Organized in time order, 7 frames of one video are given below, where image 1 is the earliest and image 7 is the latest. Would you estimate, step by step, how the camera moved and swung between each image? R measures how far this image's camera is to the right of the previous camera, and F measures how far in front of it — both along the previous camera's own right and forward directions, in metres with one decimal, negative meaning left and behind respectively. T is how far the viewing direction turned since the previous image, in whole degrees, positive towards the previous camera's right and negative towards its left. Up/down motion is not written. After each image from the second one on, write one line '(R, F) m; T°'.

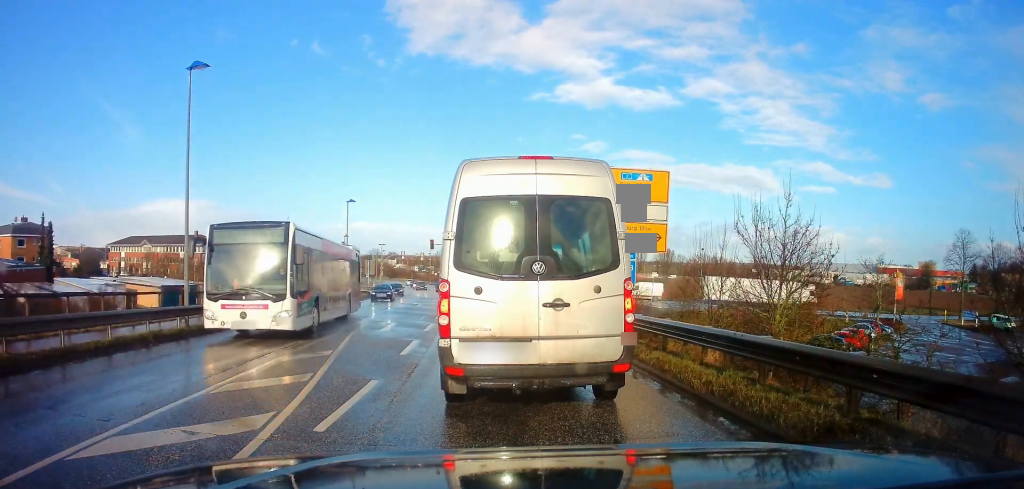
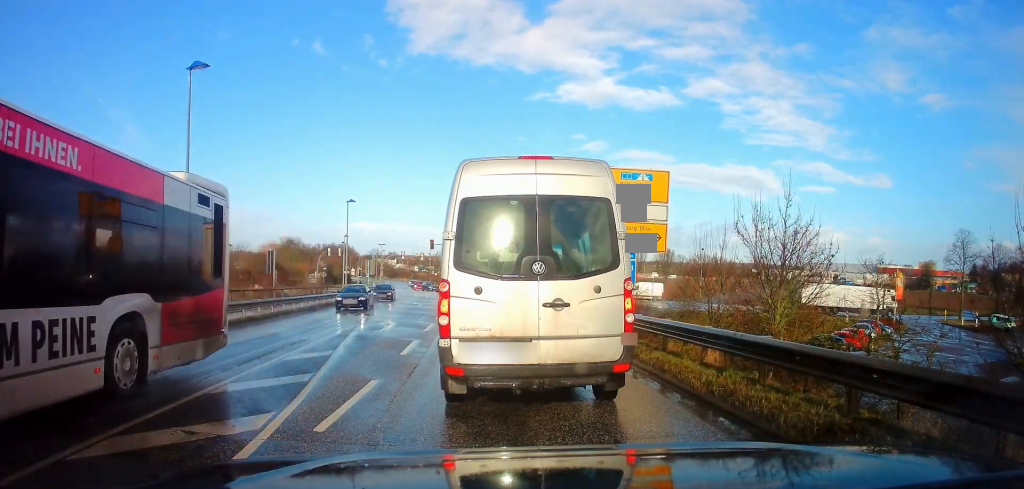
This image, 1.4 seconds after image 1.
(0.0, 0.0) m; 0°
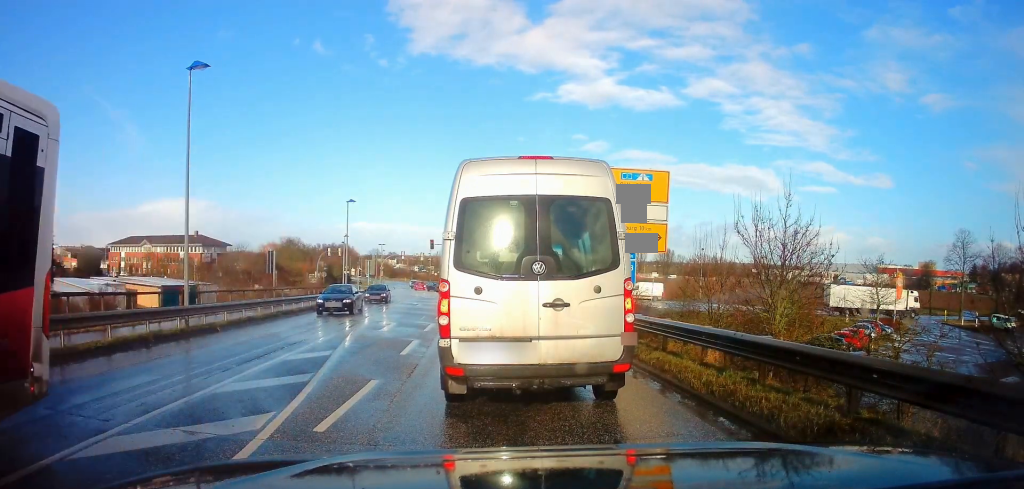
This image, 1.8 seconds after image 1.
(0.0, 0.0) m; 0°
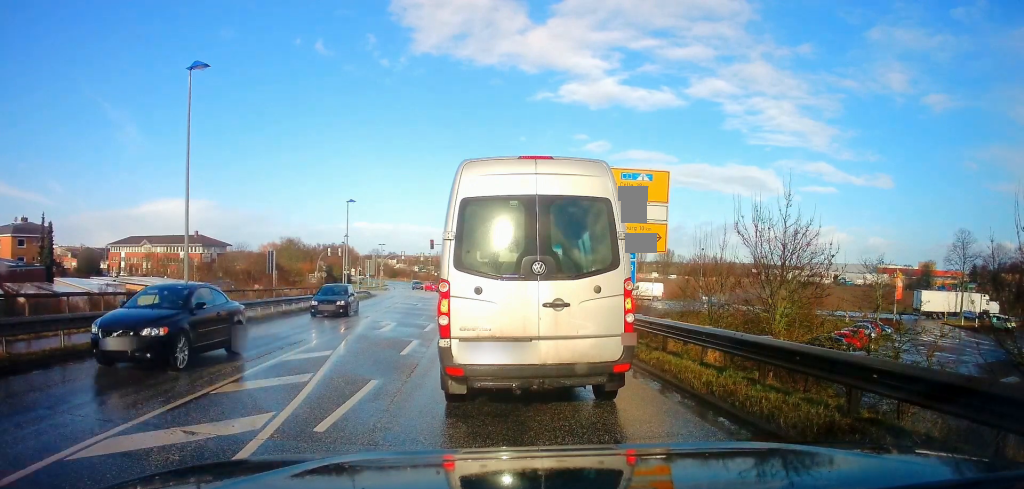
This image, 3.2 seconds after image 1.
(0.0, 0.0) m; 0°
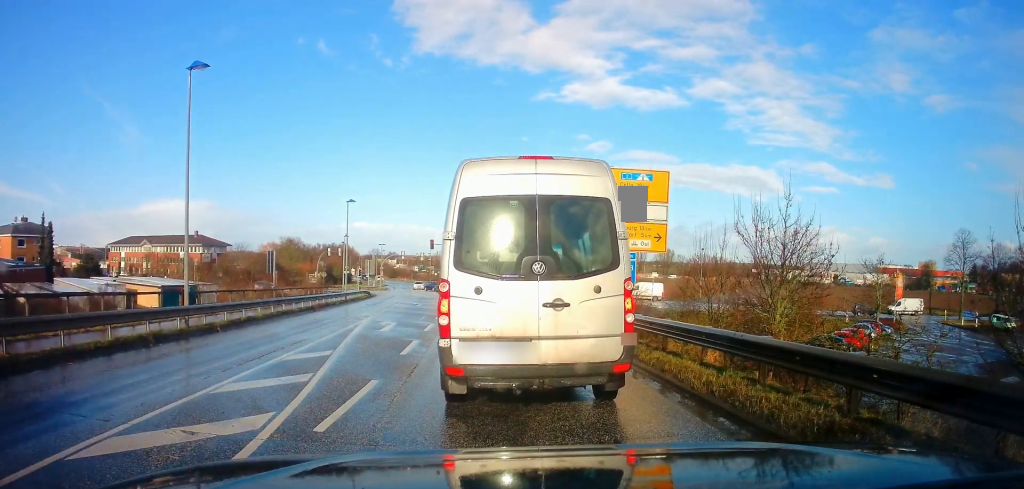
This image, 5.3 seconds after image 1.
(0.0, 0.0) m; 0°
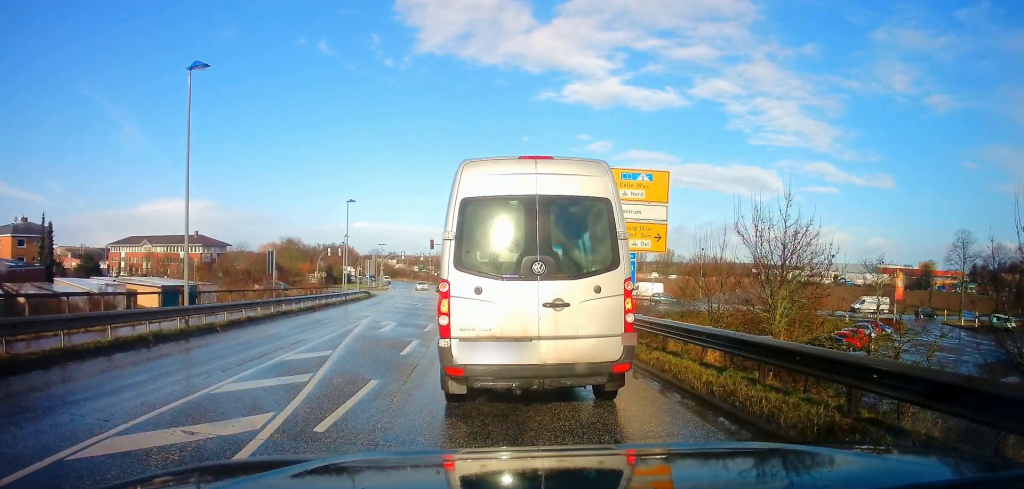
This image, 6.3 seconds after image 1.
(0.0, 0.0) m; 0°
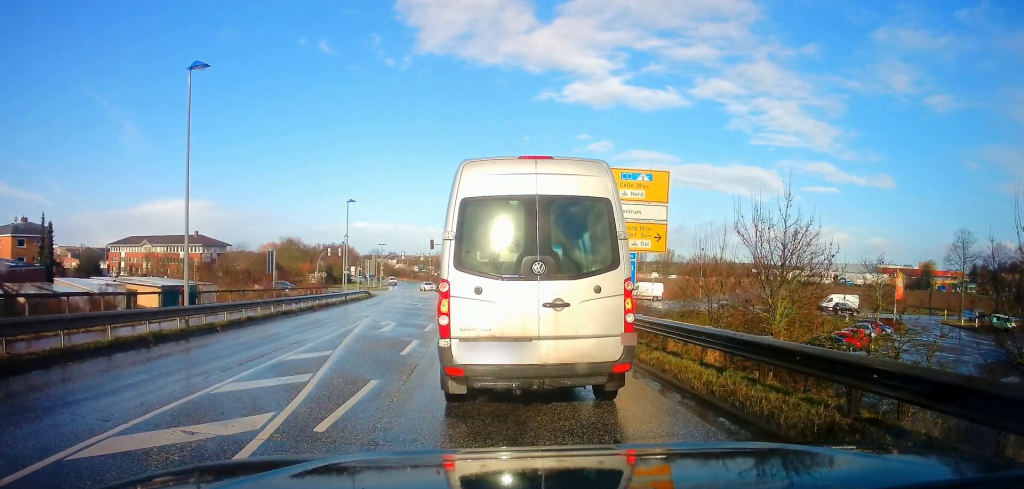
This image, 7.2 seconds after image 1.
(0.0, 0.0) m; 0°
